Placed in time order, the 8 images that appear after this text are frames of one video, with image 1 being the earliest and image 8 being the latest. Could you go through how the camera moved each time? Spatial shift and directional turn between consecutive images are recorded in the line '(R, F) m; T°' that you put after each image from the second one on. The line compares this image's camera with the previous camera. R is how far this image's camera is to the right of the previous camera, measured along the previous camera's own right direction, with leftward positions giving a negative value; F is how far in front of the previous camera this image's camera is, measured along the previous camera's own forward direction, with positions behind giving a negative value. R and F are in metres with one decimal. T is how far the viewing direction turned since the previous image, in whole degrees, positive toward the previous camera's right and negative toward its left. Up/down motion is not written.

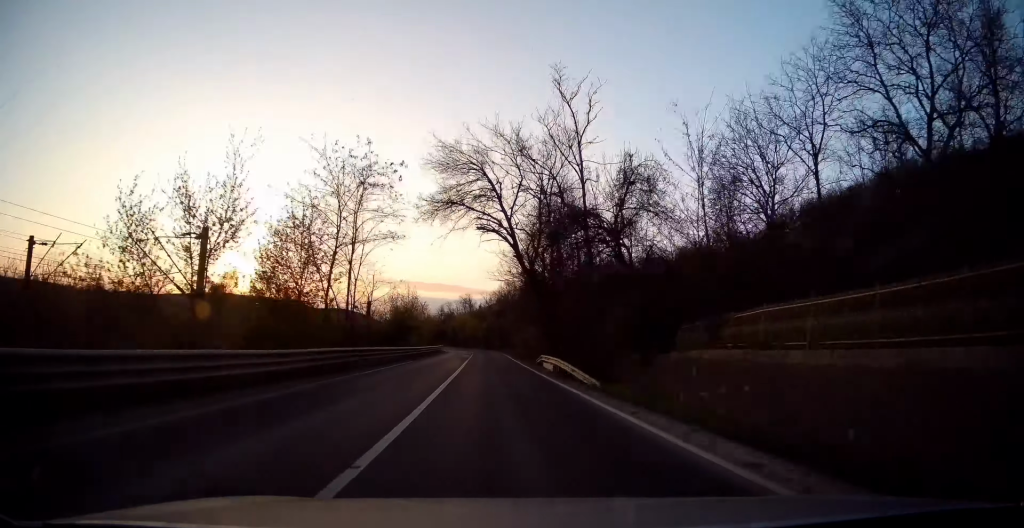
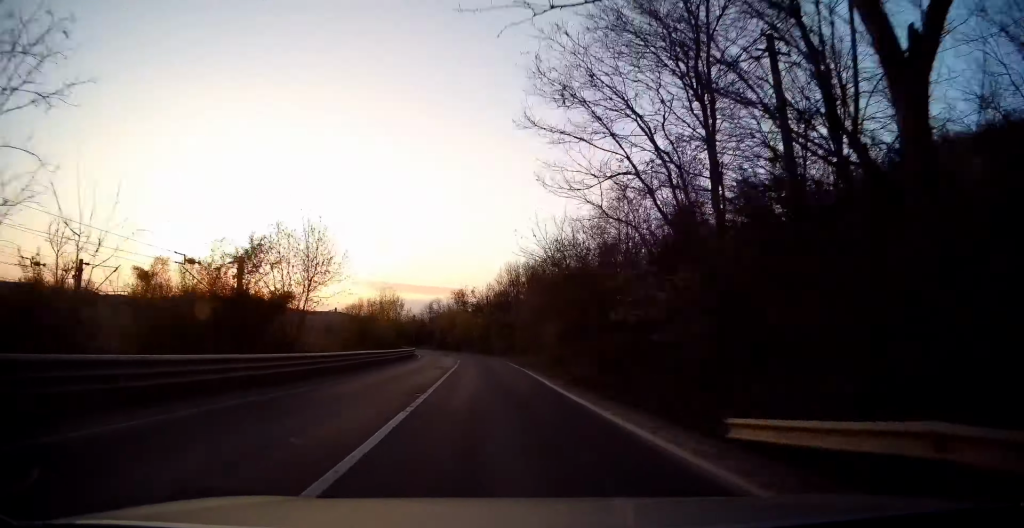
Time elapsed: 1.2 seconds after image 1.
(-0.1, +29.5) m; 0°
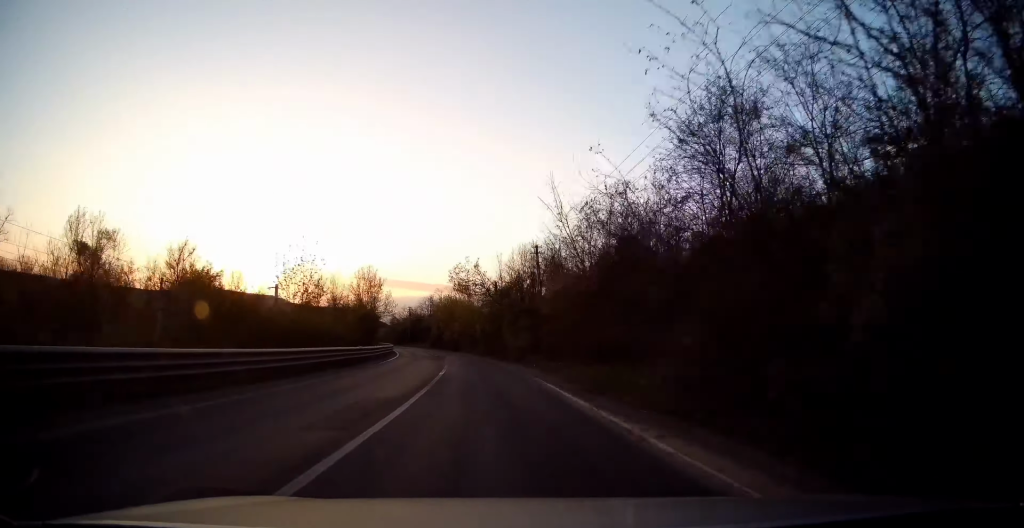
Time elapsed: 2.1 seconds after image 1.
(+0.3, +20.5) m; -2°
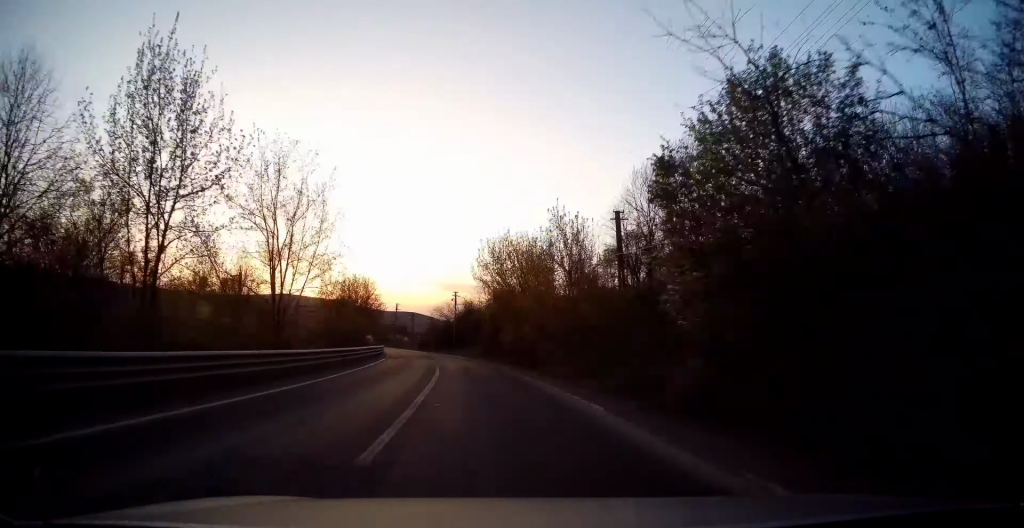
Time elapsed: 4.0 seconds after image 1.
(-2.1, +44.5) m; -4°
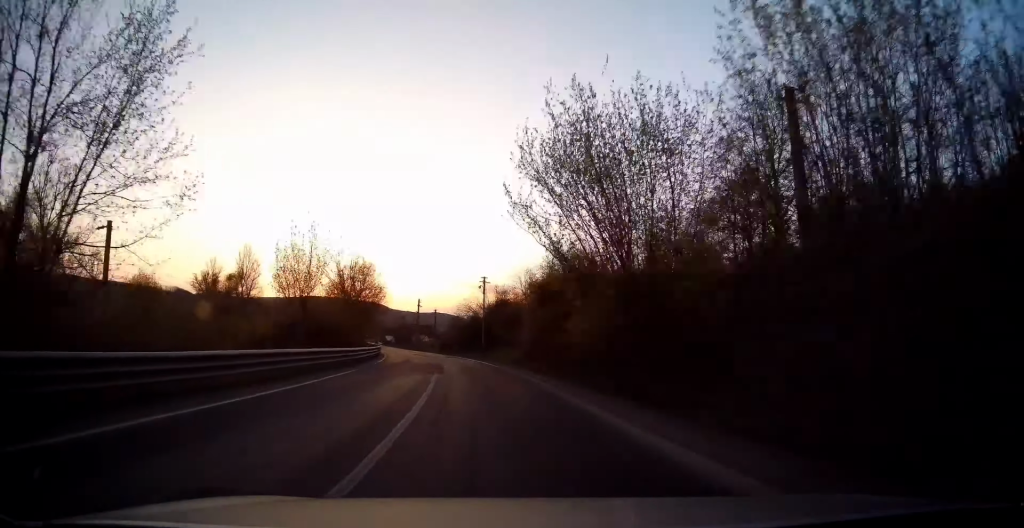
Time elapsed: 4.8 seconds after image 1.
(-0.3, +18.0) m; -3°
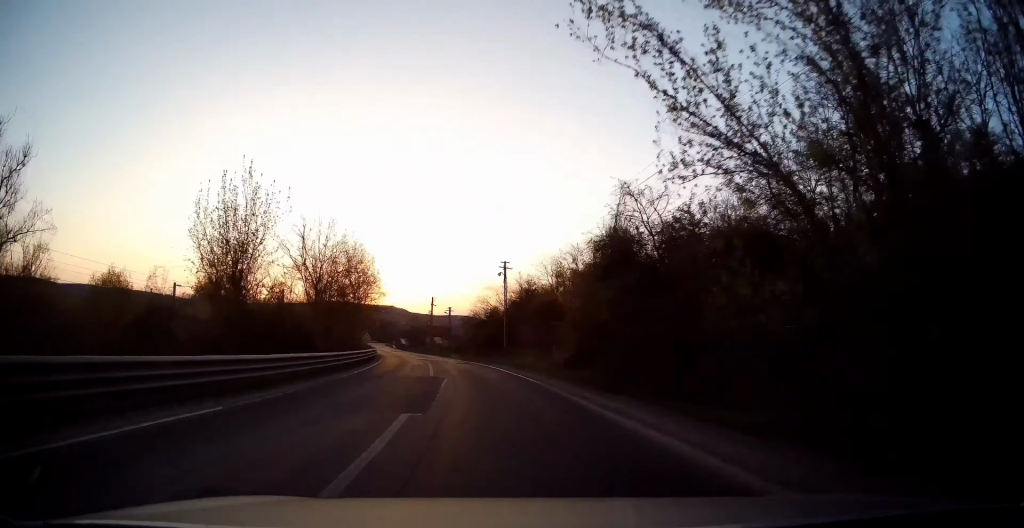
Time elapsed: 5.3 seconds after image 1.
(+0.1, +11.8) m; -3°
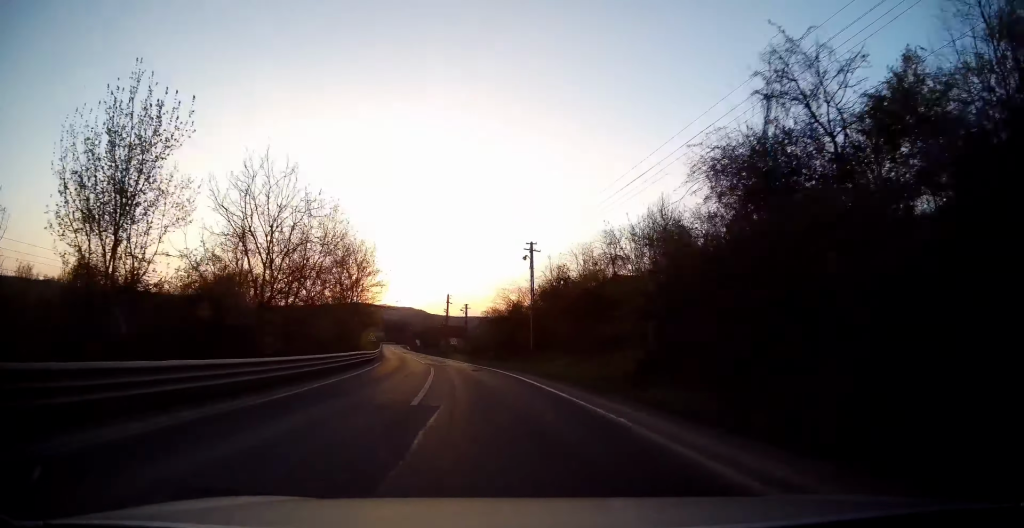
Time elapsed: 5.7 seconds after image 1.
(-0.6, +9.5) m; -2°
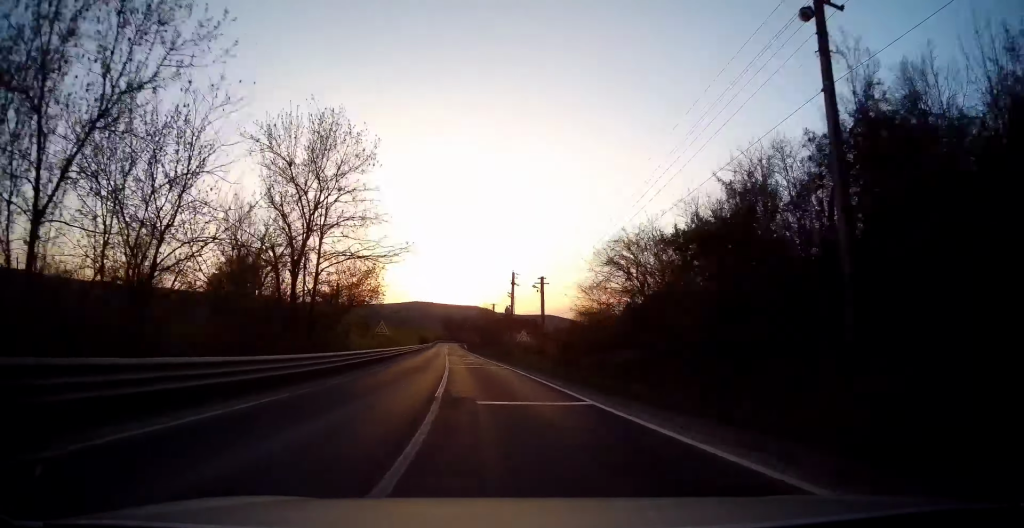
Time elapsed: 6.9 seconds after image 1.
(-1.7, +29.3) m; -6°
